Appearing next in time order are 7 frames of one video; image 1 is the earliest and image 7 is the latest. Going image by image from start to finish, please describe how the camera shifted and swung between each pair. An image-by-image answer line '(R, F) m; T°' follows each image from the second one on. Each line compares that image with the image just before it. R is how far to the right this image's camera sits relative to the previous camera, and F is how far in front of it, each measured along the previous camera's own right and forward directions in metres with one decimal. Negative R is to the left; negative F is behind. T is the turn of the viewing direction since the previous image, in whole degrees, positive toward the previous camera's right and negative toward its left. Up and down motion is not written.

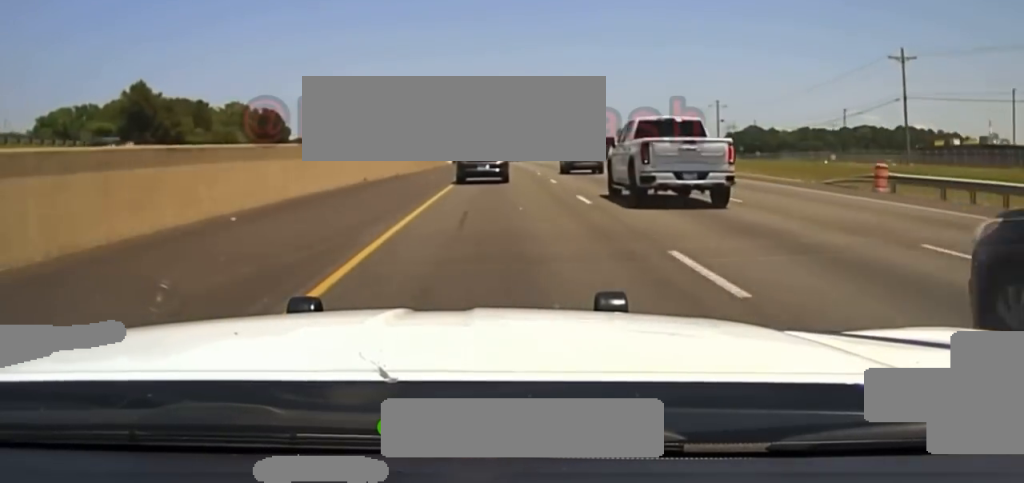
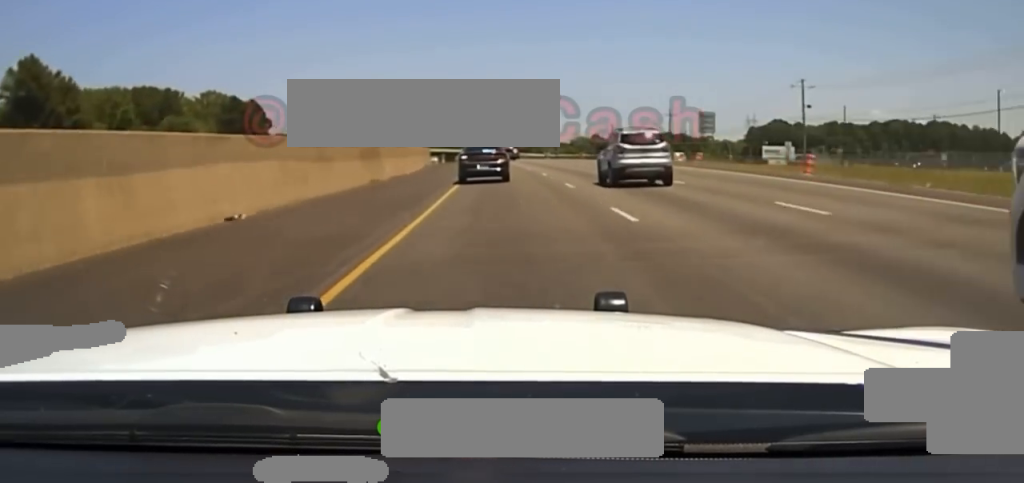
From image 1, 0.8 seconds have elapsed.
(0.0, +43.3) m; 0°
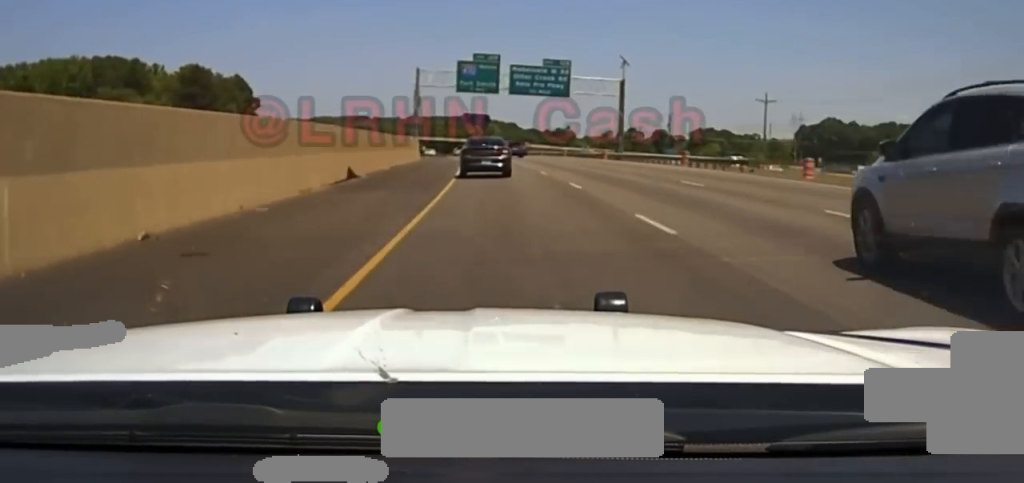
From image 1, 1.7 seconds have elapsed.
(-0.2, +56.0) m; -1°
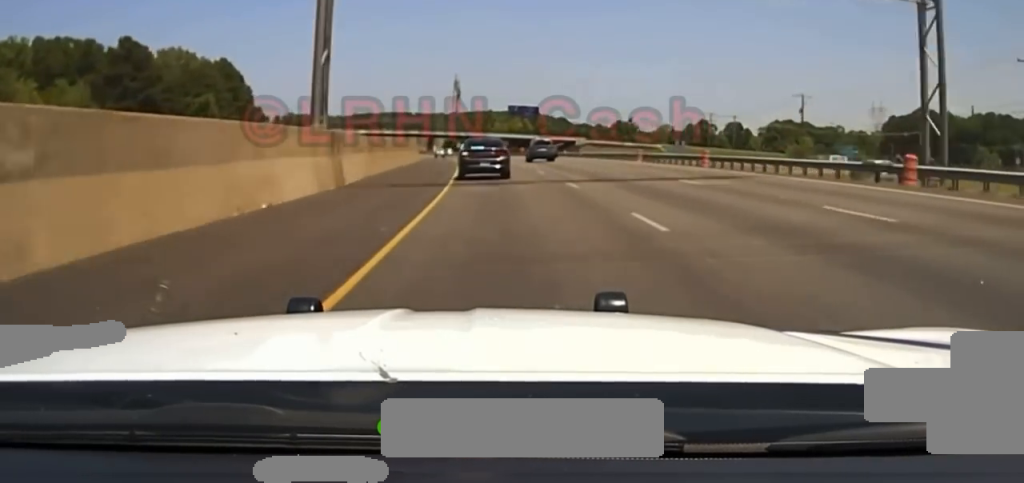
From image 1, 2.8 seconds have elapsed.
(-0.4, +58.5) m; -2°
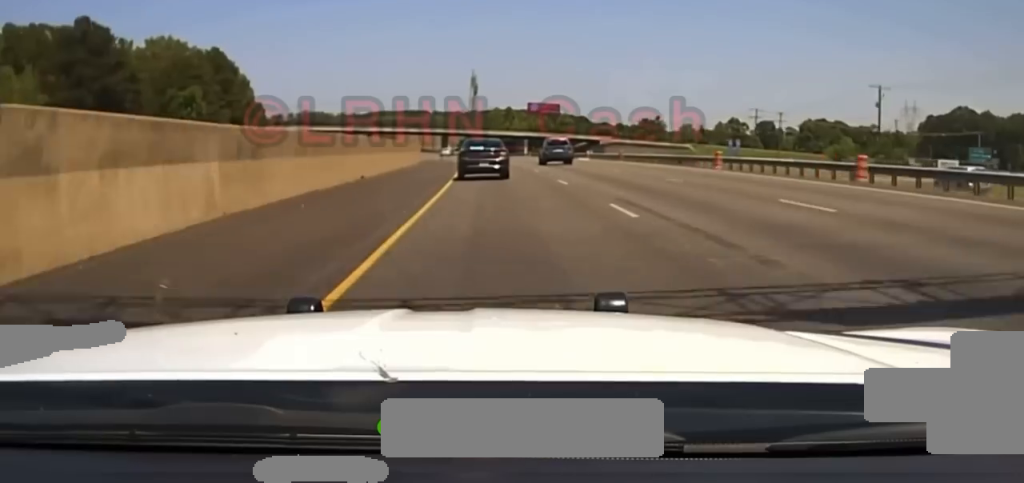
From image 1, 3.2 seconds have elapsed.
(-0.4, +20.6) m; -1°
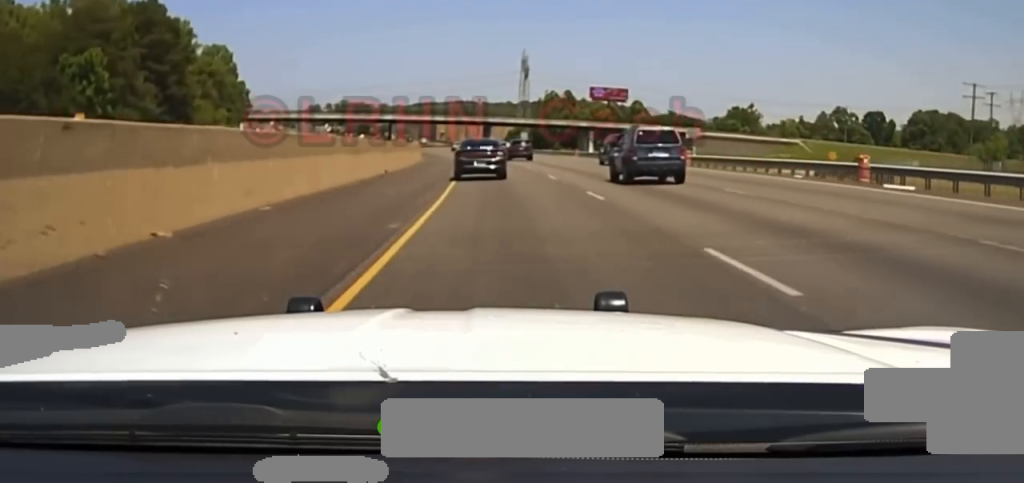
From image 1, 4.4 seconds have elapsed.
(-2.0, +64.5) m; -4°
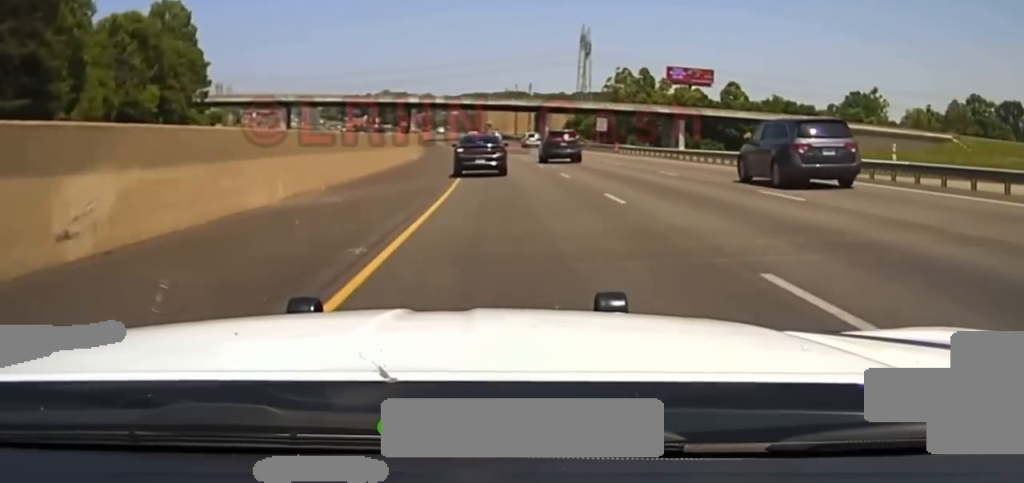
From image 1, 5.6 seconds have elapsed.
(-1.8, +62.2) m; -3°
